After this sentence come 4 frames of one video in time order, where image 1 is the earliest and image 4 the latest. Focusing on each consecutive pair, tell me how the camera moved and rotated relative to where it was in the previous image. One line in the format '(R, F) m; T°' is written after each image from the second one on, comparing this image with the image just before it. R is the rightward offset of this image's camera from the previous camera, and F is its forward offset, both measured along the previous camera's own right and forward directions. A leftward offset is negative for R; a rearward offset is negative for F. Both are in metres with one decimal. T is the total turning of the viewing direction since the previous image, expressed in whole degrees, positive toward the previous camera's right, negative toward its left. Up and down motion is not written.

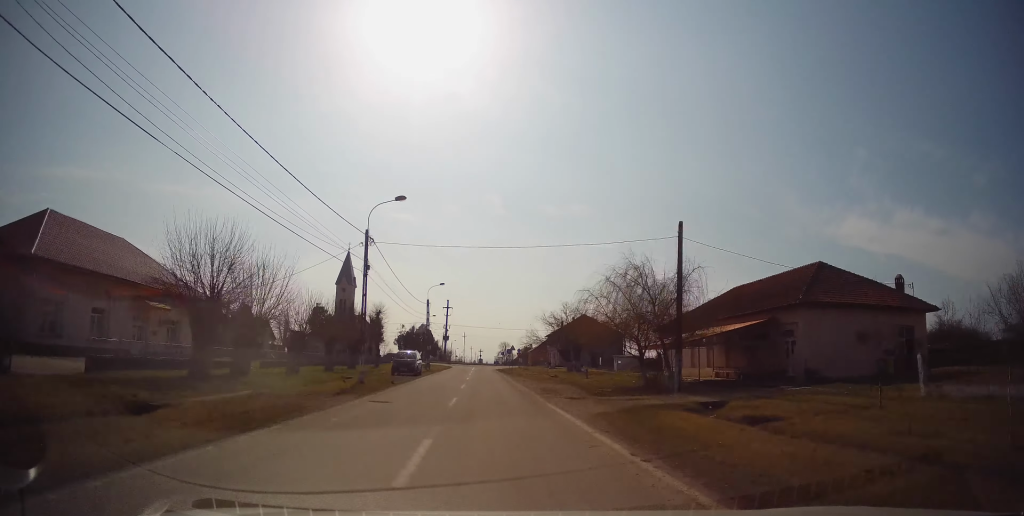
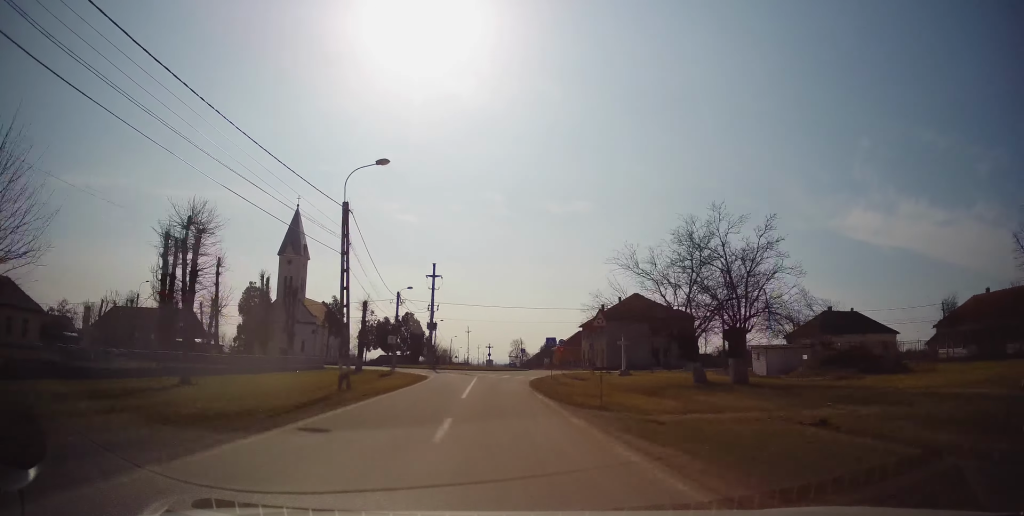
(+0.2, +40.6) m; 0°
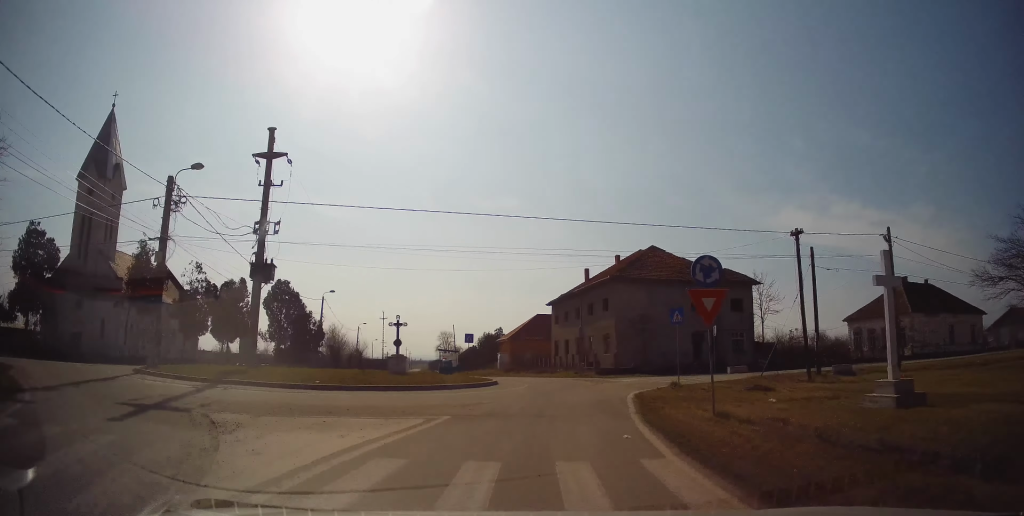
(-0.1, +37.6) m; +6°
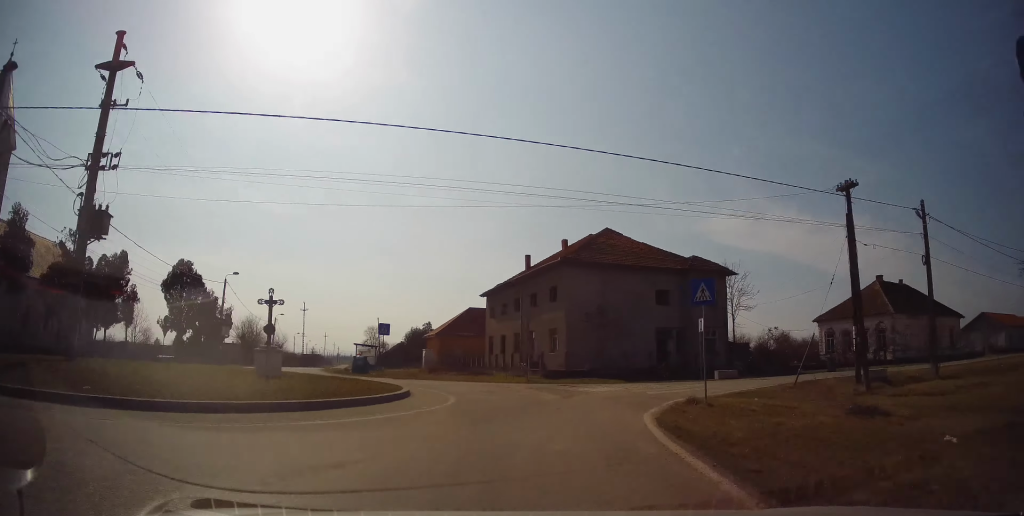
(+0.6, +8.4) m; +5°
